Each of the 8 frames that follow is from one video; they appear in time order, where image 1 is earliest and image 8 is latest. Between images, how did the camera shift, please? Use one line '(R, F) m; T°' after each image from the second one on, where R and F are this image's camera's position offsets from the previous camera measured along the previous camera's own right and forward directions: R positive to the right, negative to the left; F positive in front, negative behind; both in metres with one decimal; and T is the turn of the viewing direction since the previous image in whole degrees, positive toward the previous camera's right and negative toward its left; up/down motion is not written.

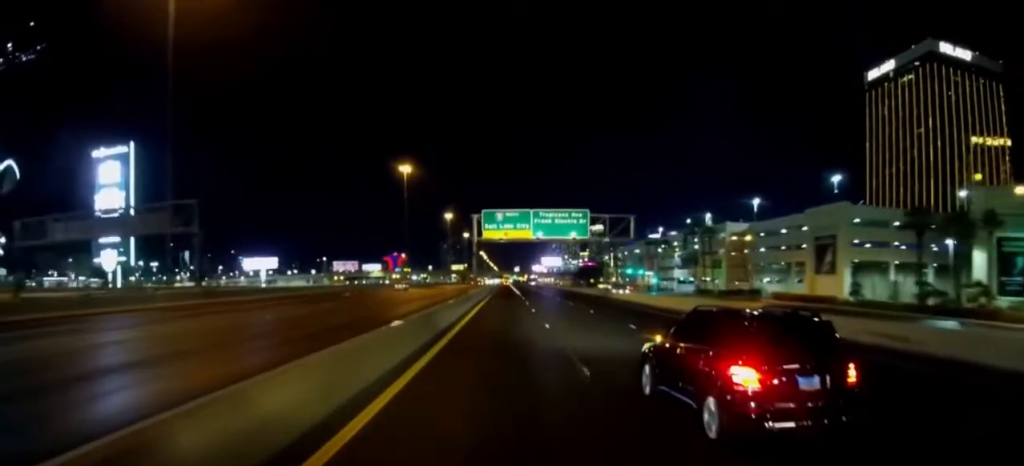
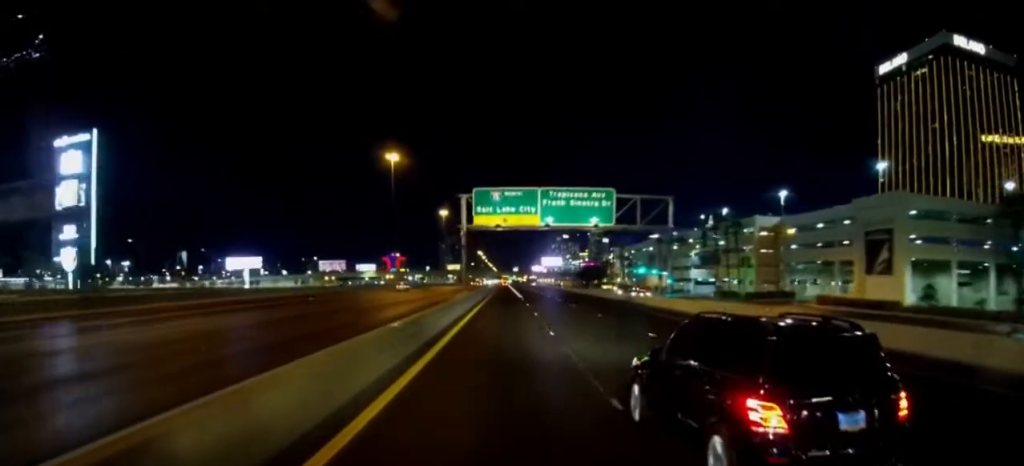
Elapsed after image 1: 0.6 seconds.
(+0.2, +16.2) m; 0°
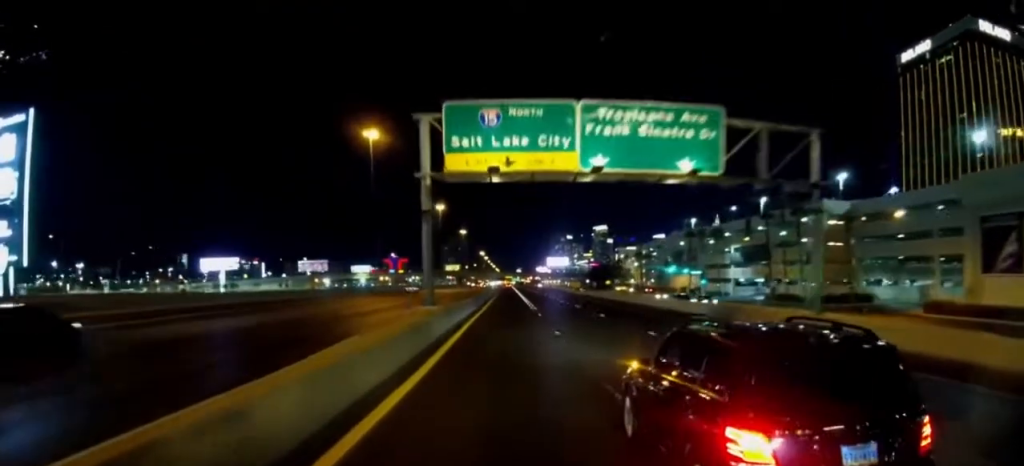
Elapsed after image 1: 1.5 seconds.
(+0.1, +24.8) m; 0°
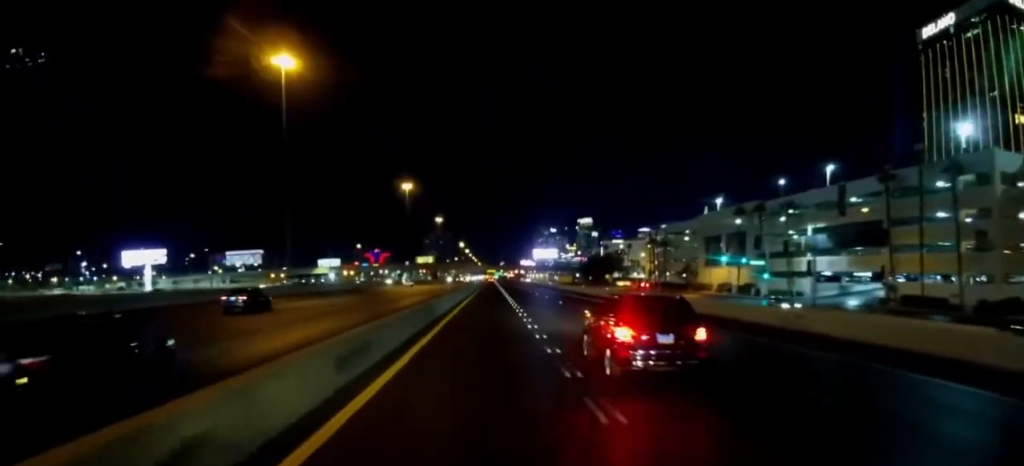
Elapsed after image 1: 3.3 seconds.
(0.0, +45.2) m; 0°
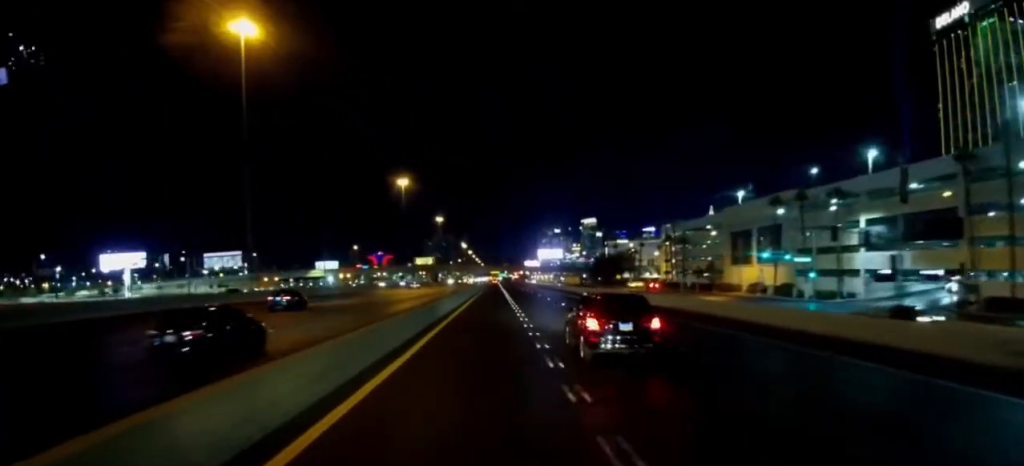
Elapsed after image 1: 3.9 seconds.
(0.0, +14.8) m; 0°
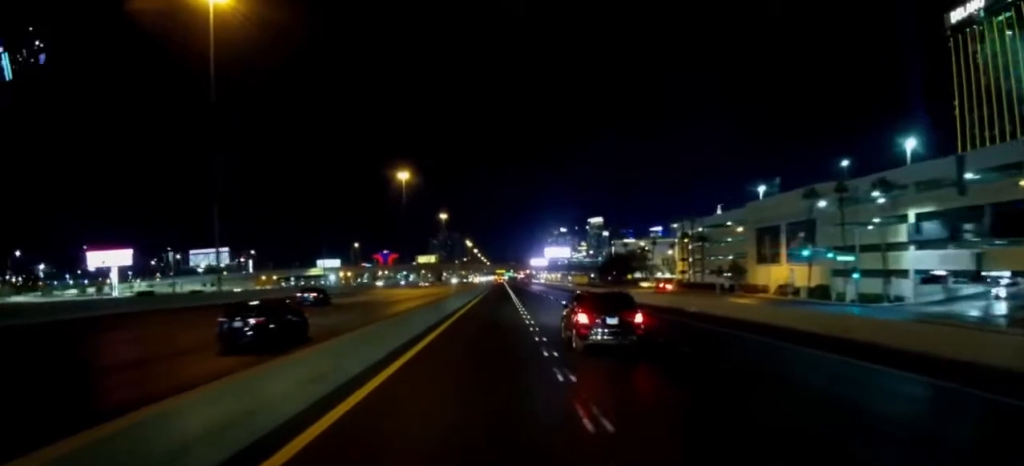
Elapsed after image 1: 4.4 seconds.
(+0.1, +10.3) m; 0°
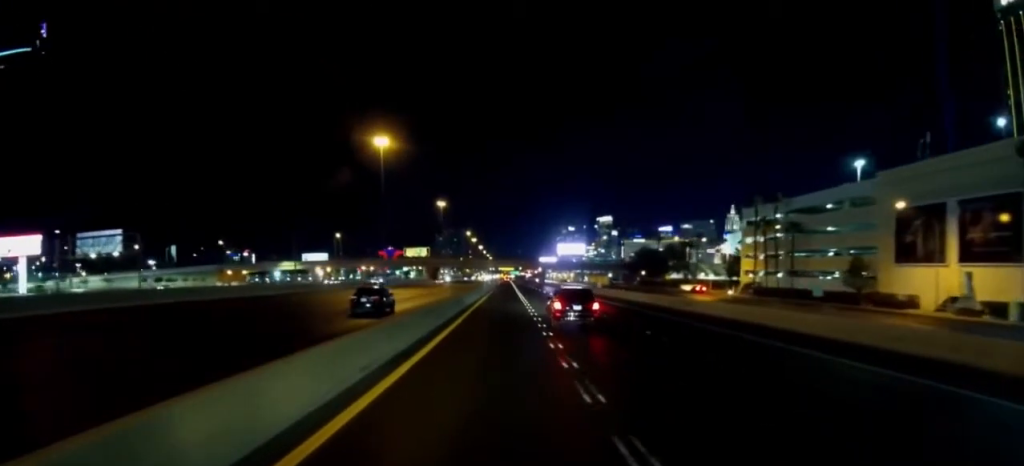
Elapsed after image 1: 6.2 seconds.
(-0.1, +39.4) m; -1°
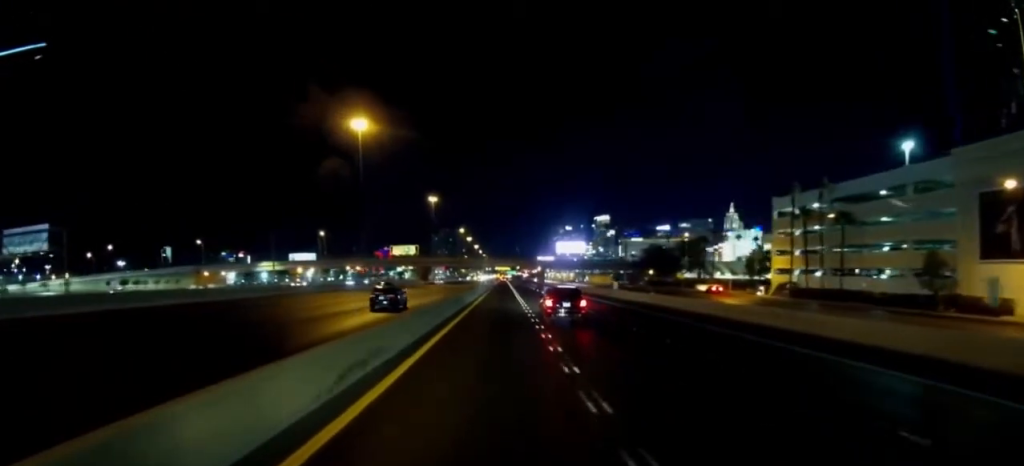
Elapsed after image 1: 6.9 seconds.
(0.0, +15.2) m; 0°
